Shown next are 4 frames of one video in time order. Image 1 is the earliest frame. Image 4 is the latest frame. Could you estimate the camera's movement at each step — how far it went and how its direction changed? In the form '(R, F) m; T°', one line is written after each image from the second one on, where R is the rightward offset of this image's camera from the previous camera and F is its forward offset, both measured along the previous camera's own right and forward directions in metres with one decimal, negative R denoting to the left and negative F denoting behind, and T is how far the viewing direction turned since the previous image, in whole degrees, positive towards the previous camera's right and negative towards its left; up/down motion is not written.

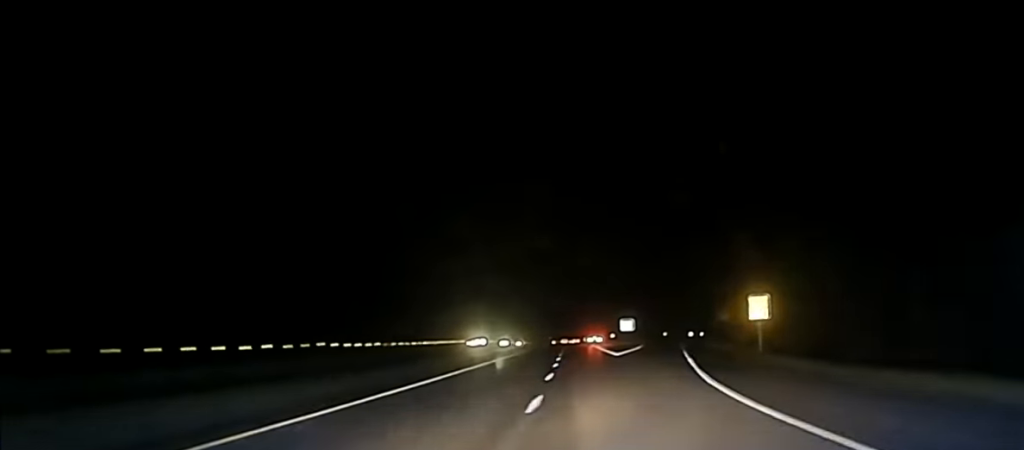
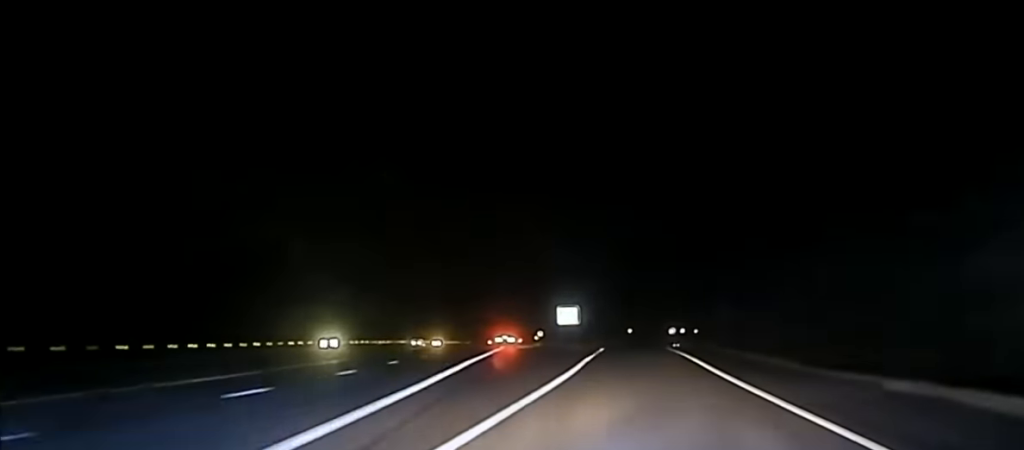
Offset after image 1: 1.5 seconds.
(+1.7, +74.9) m; +2°
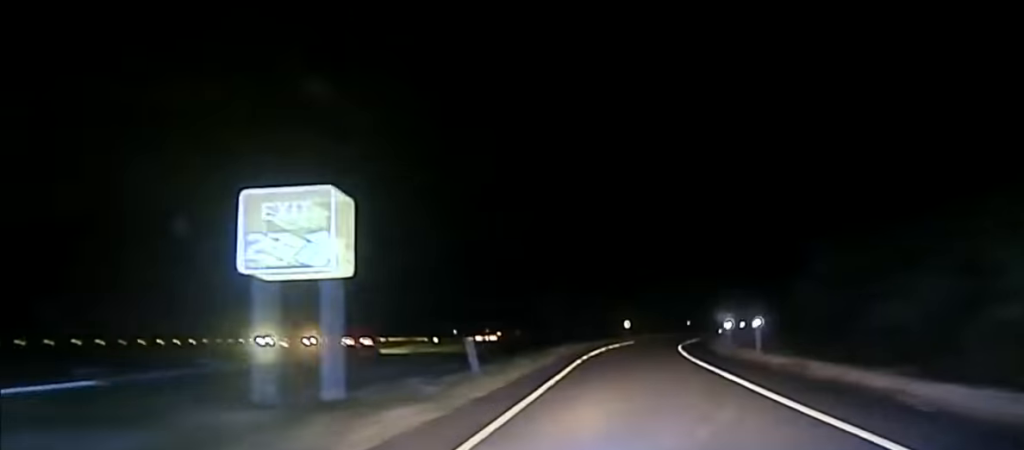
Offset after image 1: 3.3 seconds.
(+0.6, +71.6) m; +2°
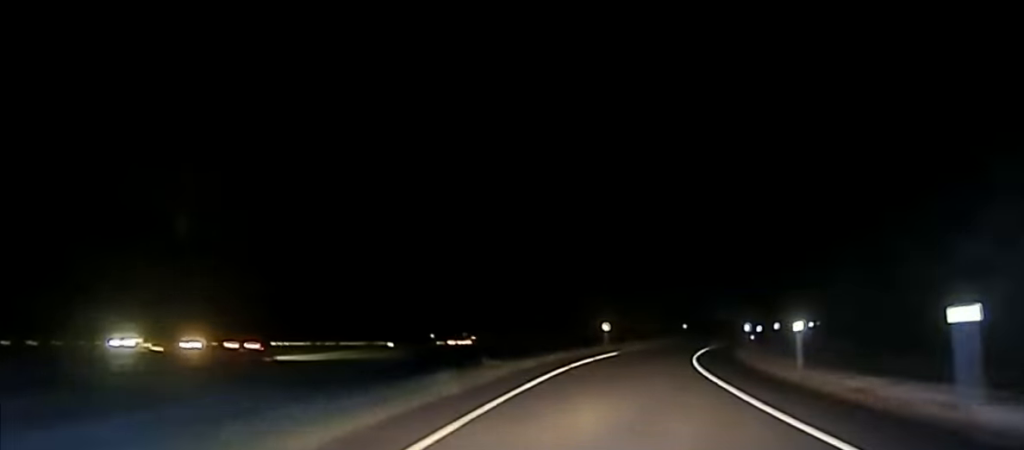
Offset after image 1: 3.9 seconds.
(+0.3, +23.5) m; +2°
